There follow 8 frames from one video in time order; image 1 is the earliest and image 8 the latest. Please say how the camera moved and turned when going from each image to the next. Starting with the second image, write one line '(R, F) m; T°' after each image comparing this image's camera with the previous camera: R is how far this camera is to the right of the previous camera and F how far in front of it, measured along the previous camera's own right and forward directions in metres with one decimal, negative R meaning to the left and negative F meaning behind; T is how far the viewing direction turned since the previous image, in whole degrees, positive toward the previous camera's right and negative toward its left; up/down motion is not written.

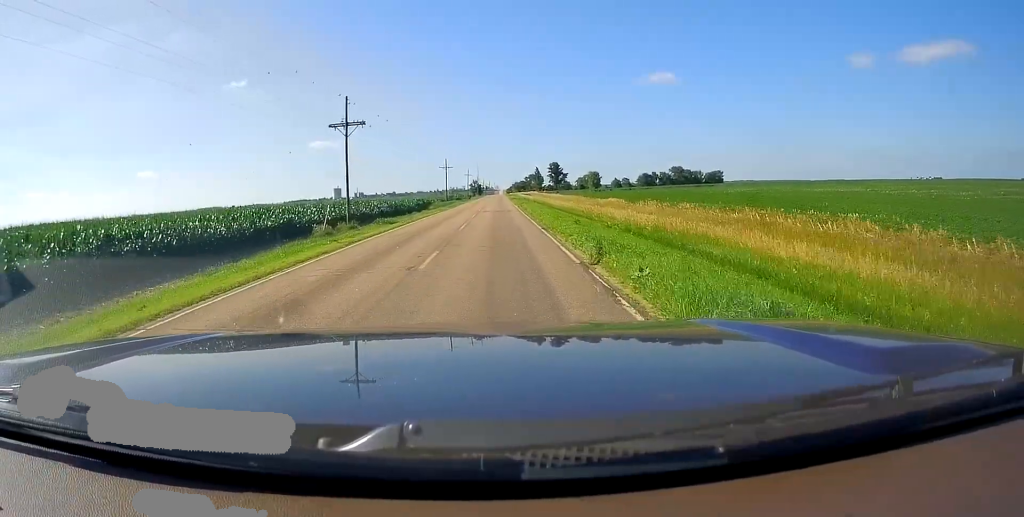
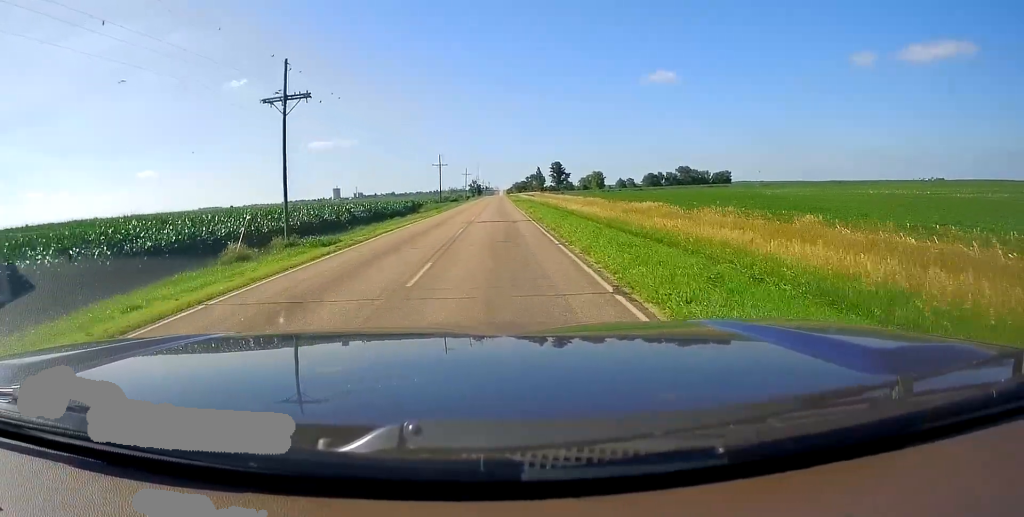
(+0.1, +14.1) m; 0°
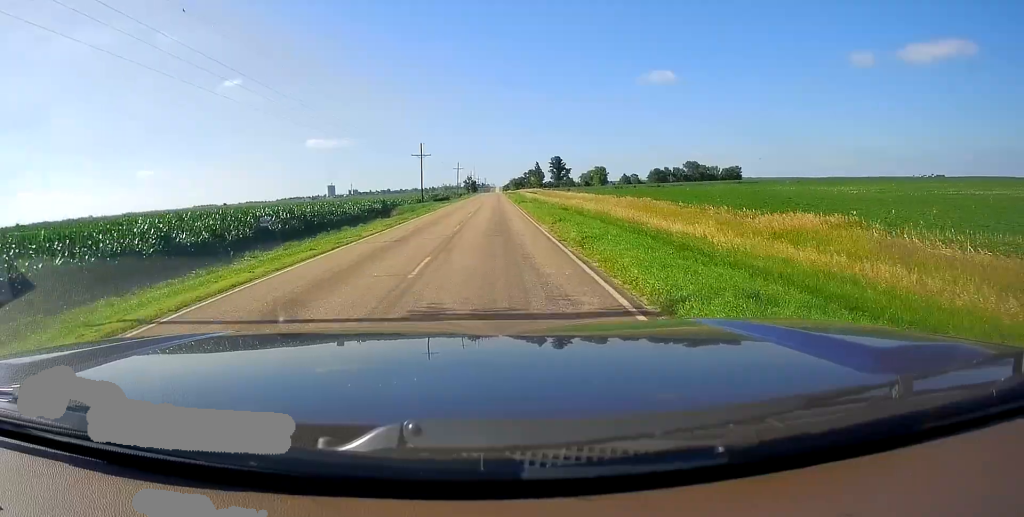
(0.0, +23.2) m; -1°
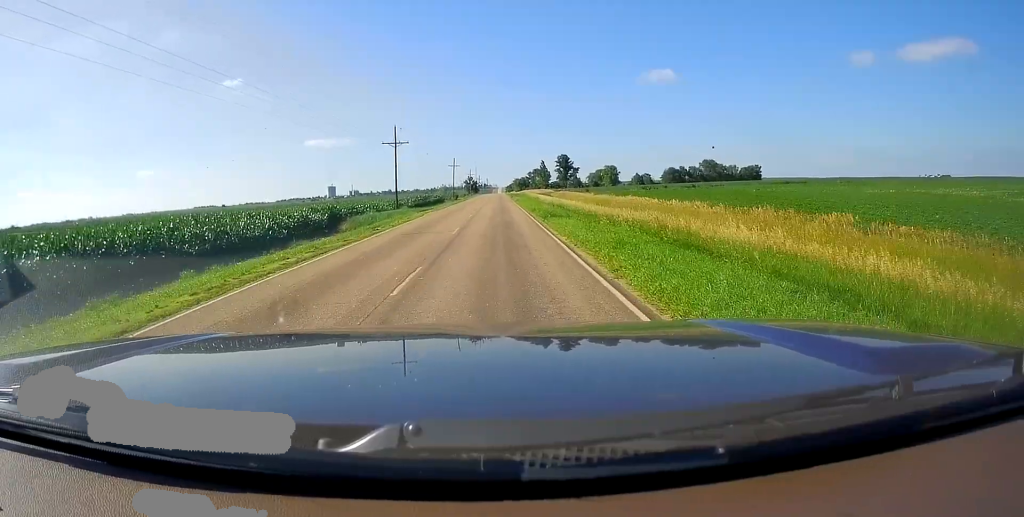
(-0.4, +25.7) m; -1°
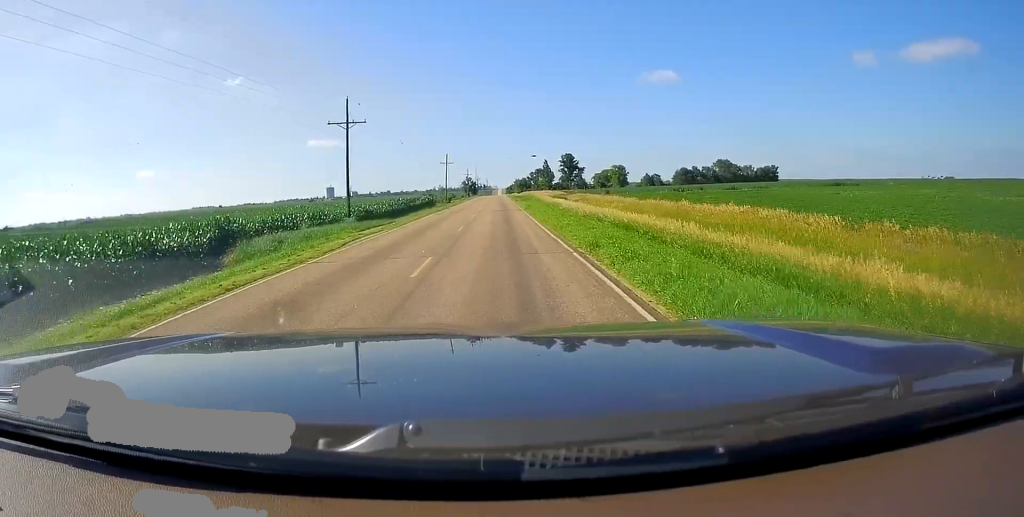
(-0.2, +22.0) m; +1°
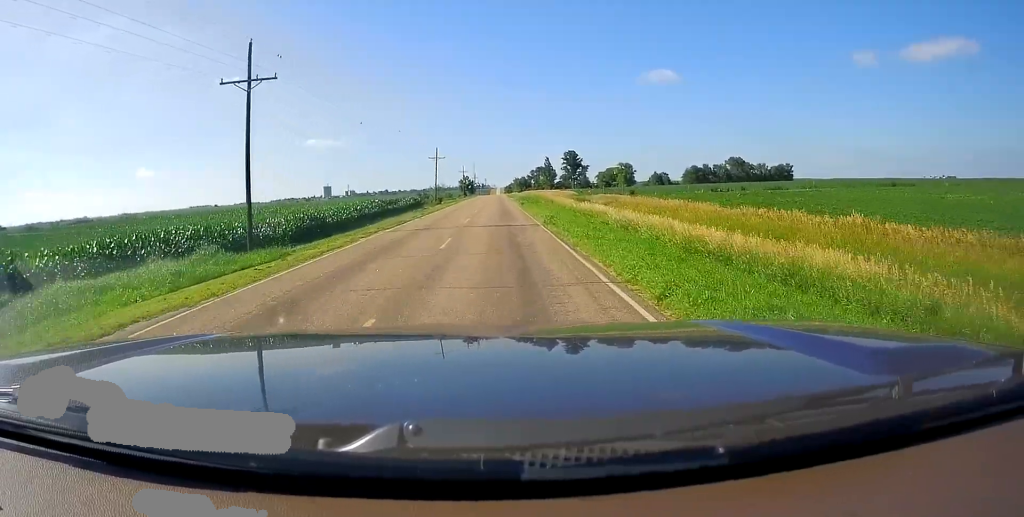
(+0.4, +18.8) m; +1°
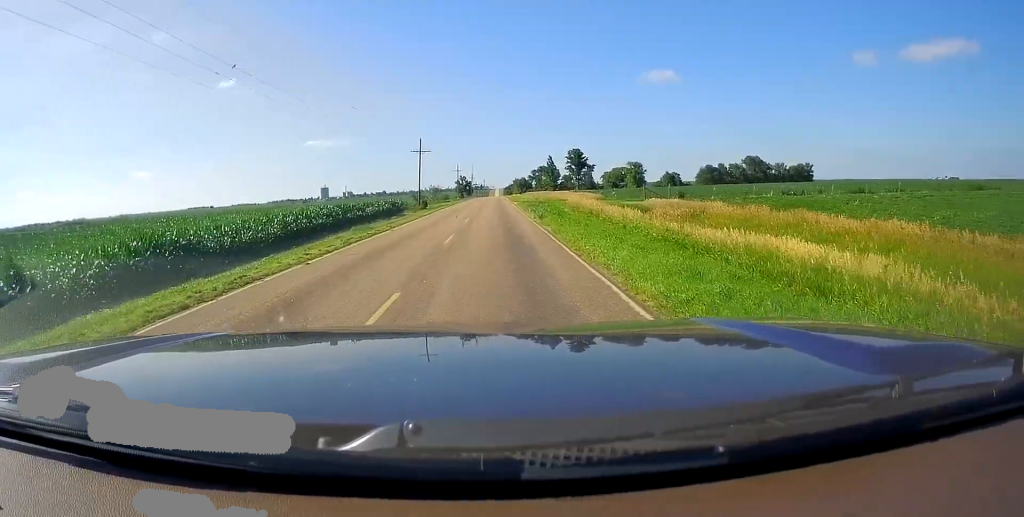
(0.0, +22.3) m; 0°
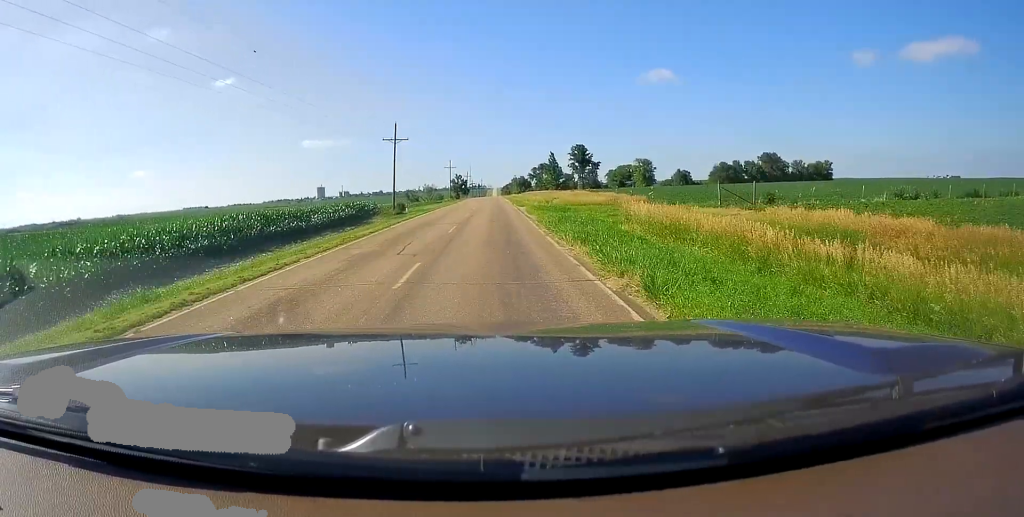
(+0.1, +20.3) m; -2°
